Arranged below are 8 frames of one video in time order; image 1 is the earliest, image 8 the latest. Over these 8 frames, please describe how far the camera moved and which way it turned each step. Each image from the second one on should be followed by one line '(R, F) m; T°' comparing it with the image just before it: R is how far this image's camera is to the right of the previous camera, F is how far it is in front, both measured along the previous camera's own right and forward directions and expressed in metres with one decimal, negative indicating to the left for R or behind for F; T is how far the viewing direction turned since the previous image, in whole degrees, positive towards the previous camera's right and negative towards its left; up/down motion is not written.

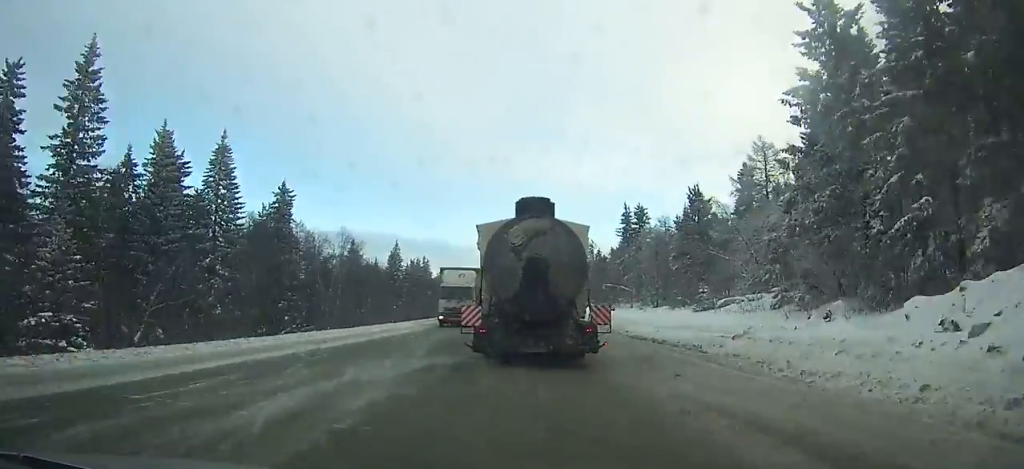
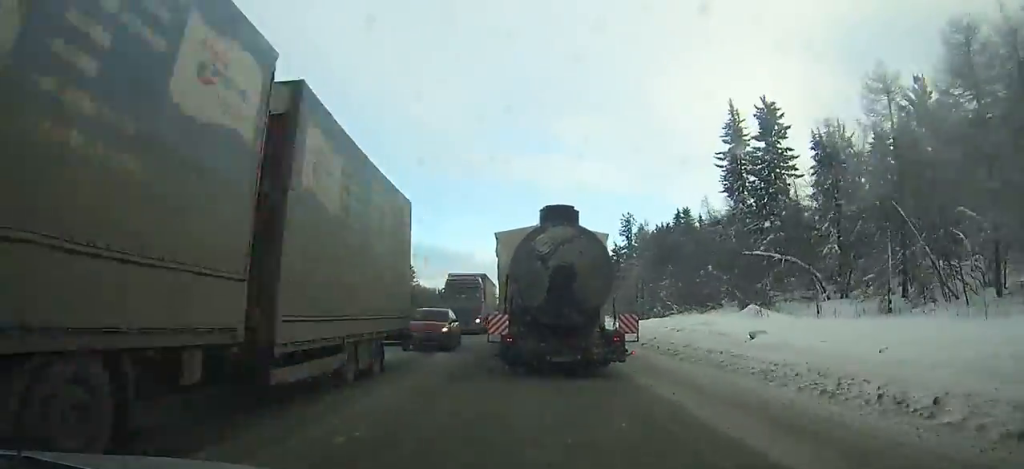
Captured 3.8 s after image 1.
(0.0, +62.5) m; 0°
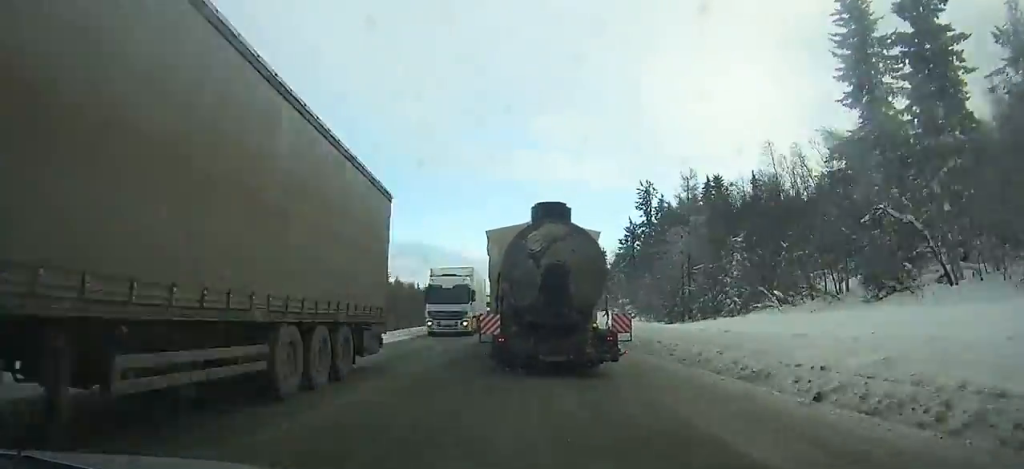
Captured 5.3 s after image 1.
(0.0, +25.1) m; 0°
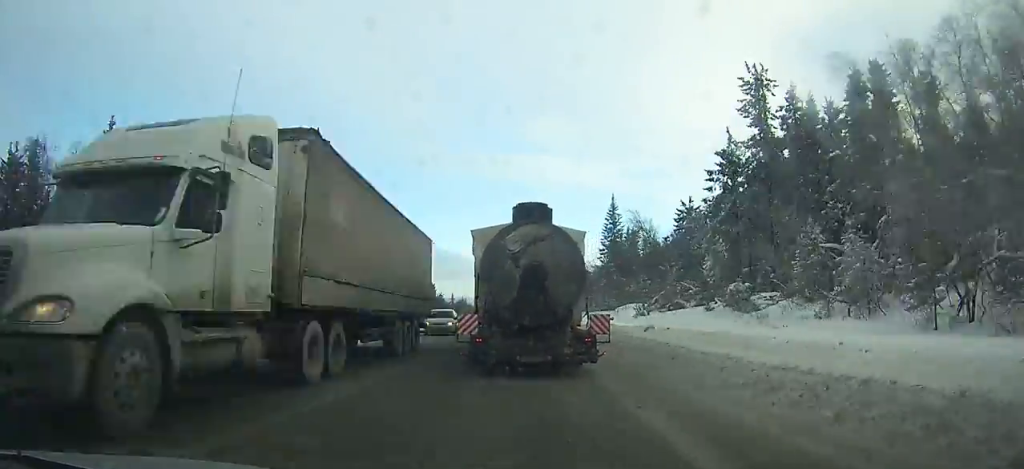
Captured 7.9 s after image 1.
(-0.2, +44.3) m; -1°
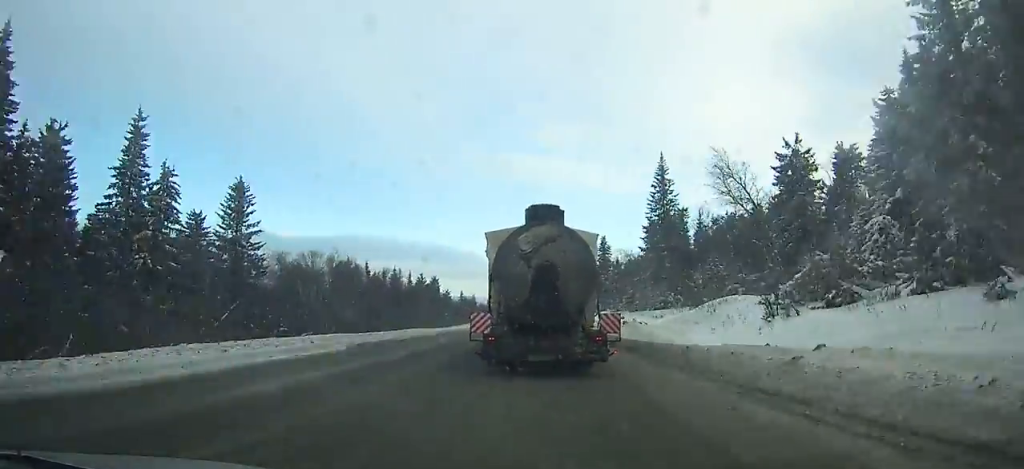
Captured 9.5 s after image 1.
(-0.2, +27.4) m; 0°
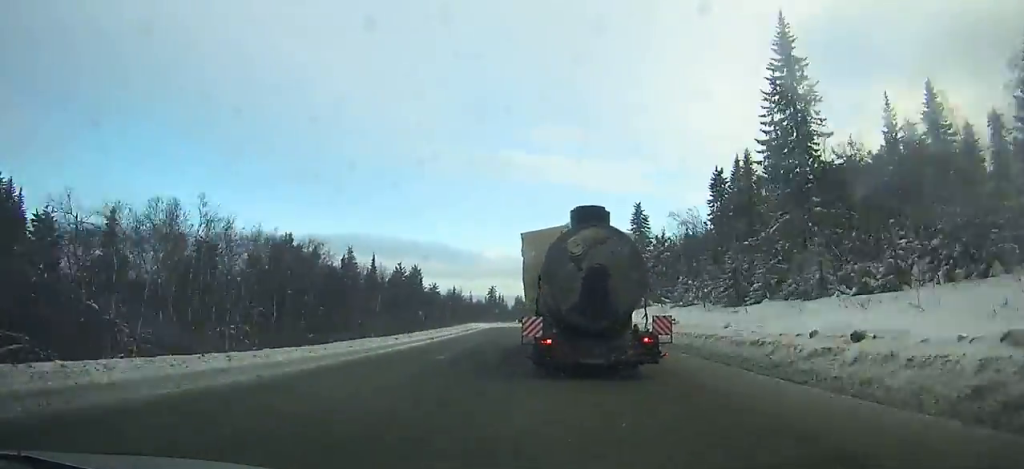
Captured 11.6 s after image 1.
(-0.3, +35.9) m; 0°
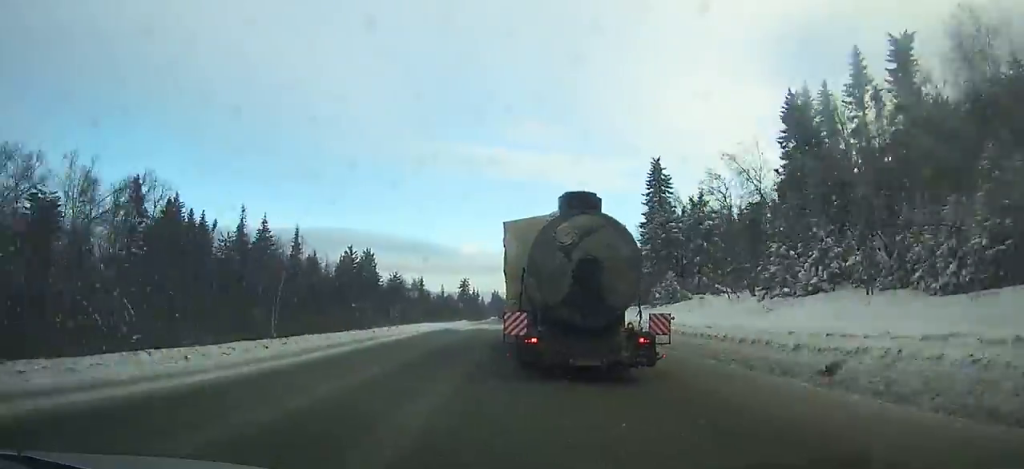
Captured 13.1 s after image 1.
(+0.4, +25.3) m; +1°
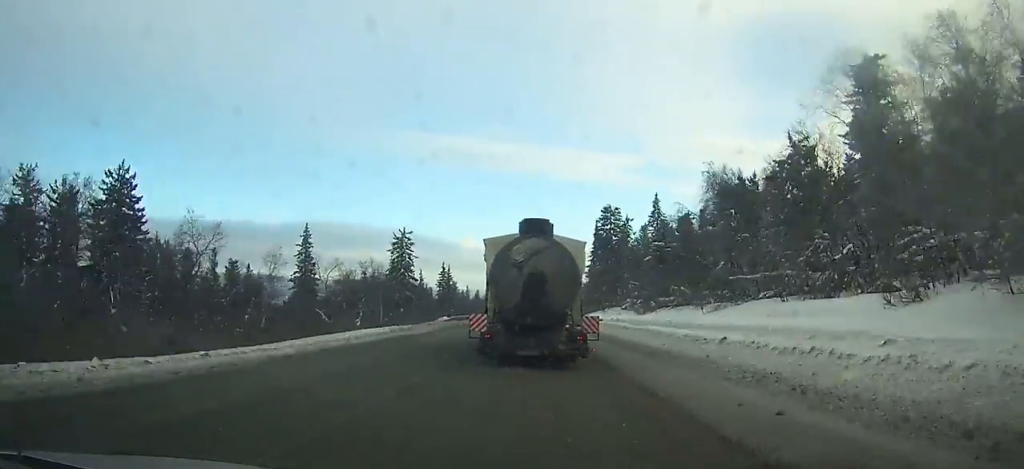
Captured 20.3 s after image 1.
(+0.9, +120.0) m; 0°
